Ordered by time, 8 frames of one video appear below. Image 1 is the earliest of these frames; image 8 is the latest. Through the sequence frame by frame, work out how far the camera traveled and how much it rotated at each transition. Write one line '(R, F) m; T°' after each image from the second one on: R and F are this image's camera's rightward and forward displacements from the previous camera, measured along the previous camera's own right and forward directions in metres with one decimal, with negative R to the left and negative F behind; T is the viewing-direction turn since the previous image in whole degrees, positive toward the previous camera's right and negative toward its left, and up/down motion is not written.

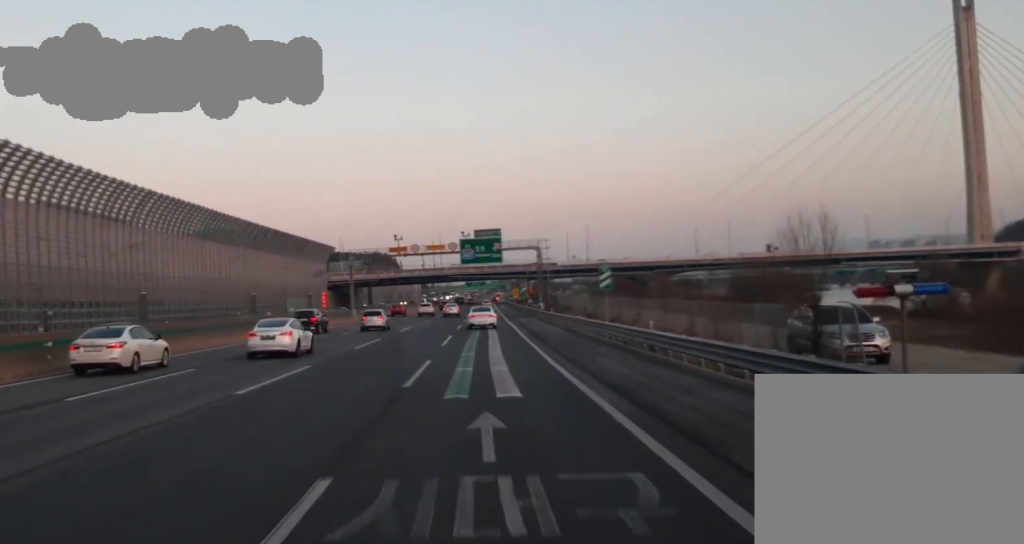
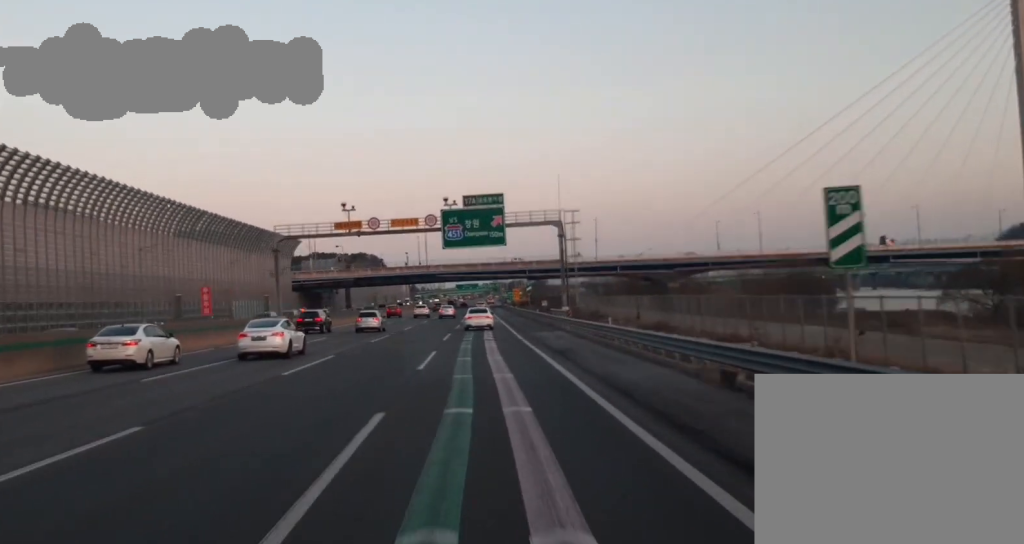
(-0.1, +34.9) m; +1°
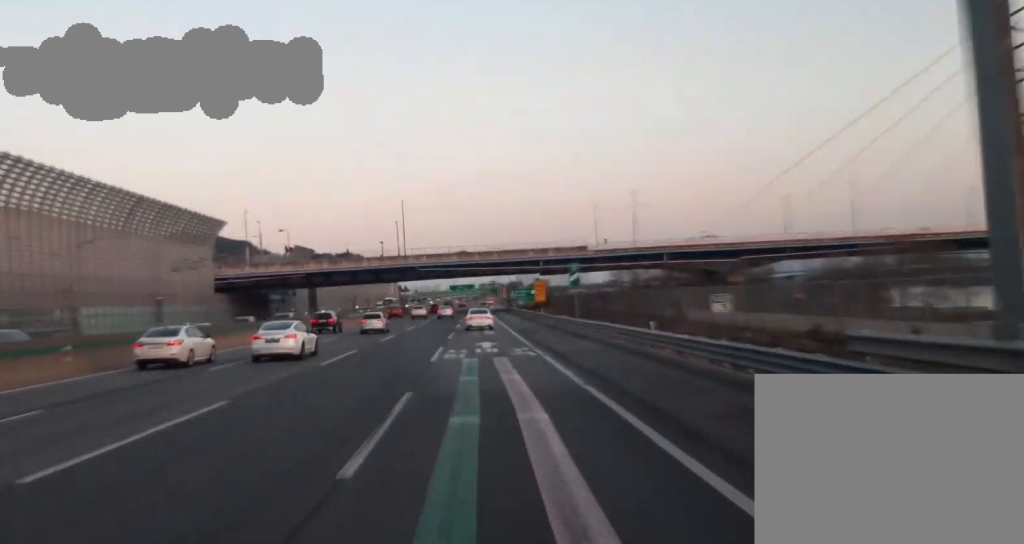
(+1.0, +59.0) m; +2°
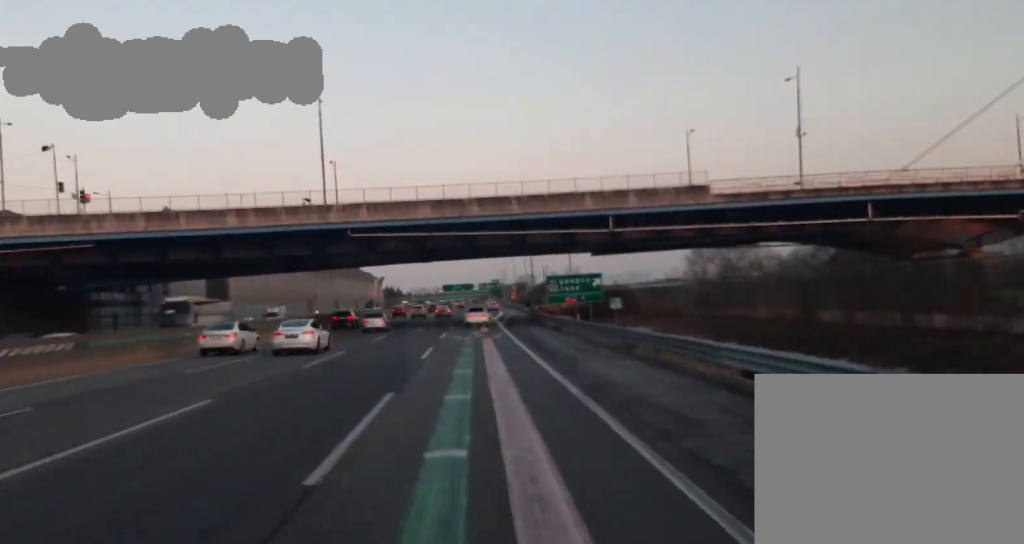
(+0.3, +81.7) m; 0°
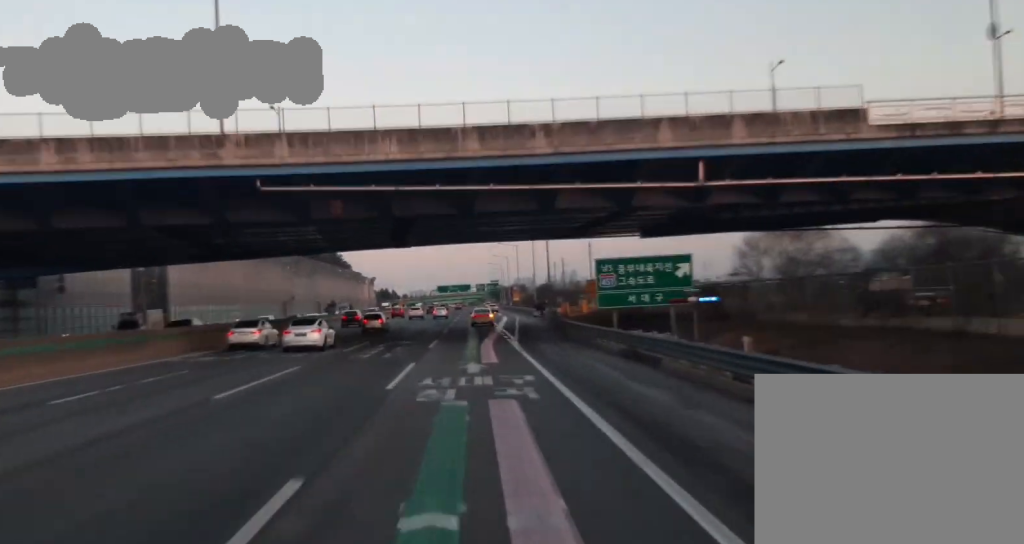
(0.0, +31.7) m; 0°
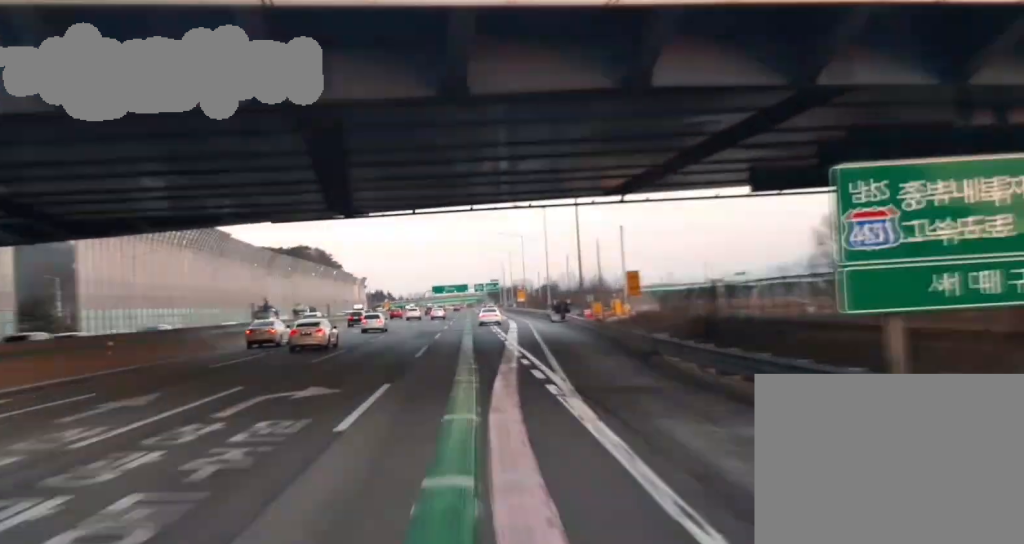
(0.0, +27.6) m; 0°
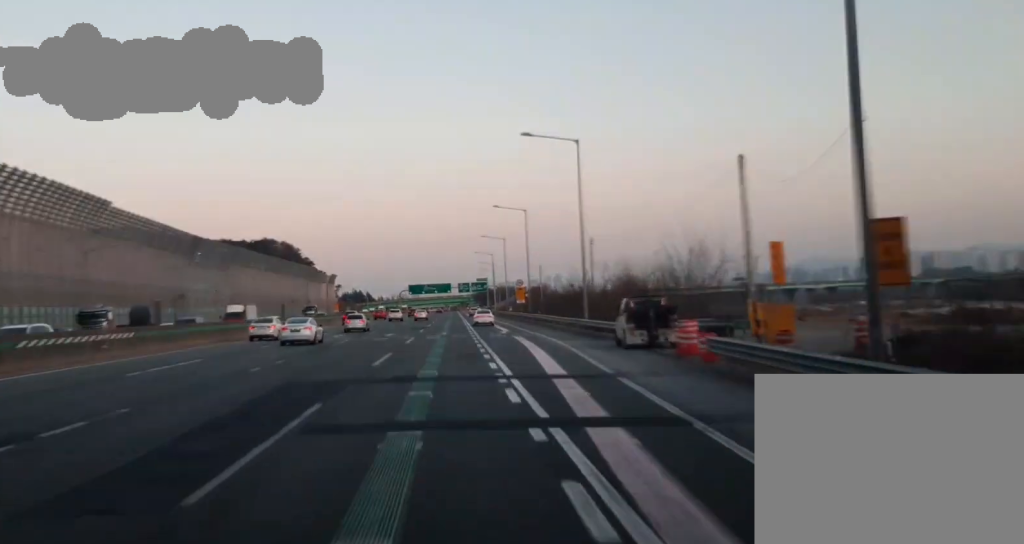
(0.0, +46.2) m; 0°
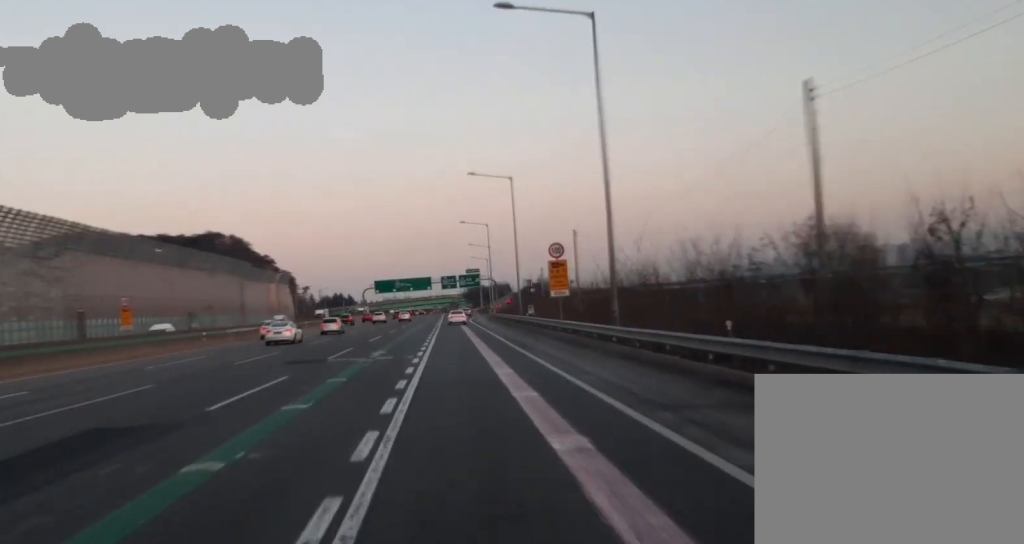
(0.0, +71.8) m; 0°
